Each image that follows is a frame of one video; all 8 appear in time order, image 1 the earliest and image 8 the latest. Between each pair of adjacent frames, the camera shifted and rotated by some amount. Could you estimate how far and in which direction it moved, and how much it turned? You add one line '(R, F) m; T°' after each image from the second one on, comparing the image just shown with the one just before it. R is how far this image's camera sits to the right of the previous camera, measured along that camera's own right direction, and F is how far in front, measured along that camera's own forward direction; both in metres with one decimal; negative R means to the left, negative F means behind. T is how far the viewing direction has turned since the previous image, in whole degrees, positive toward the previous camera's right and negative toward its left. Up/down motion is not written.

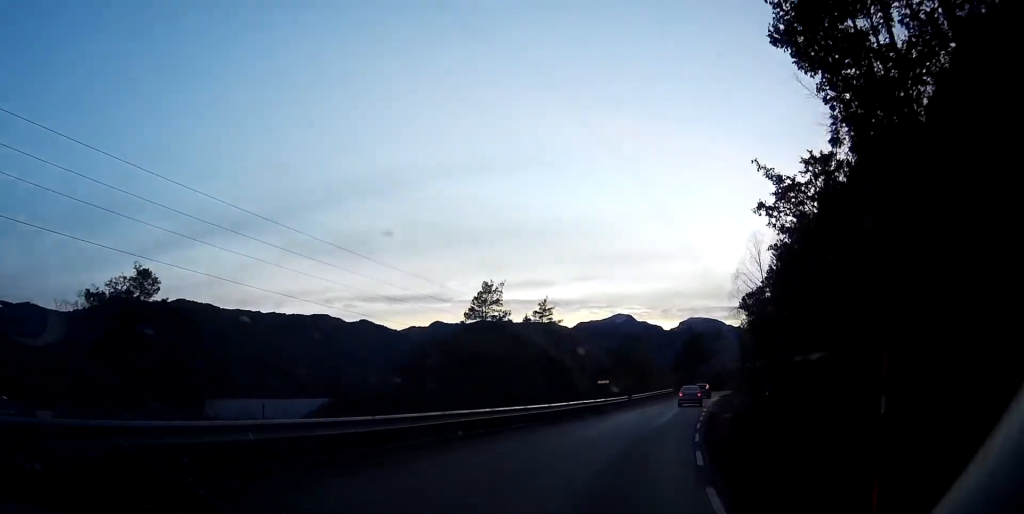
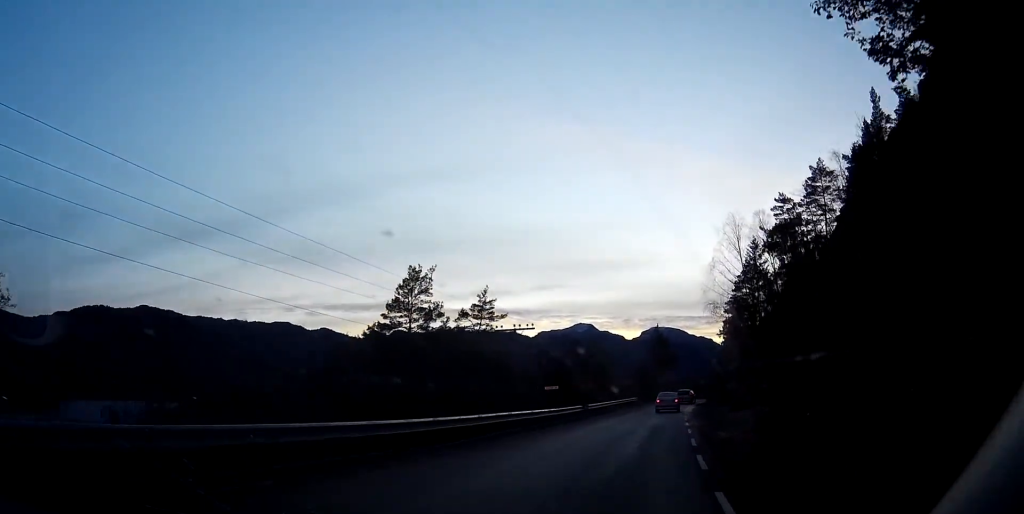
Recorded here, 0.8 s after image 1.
(+0.4, +12.3) m; +3°
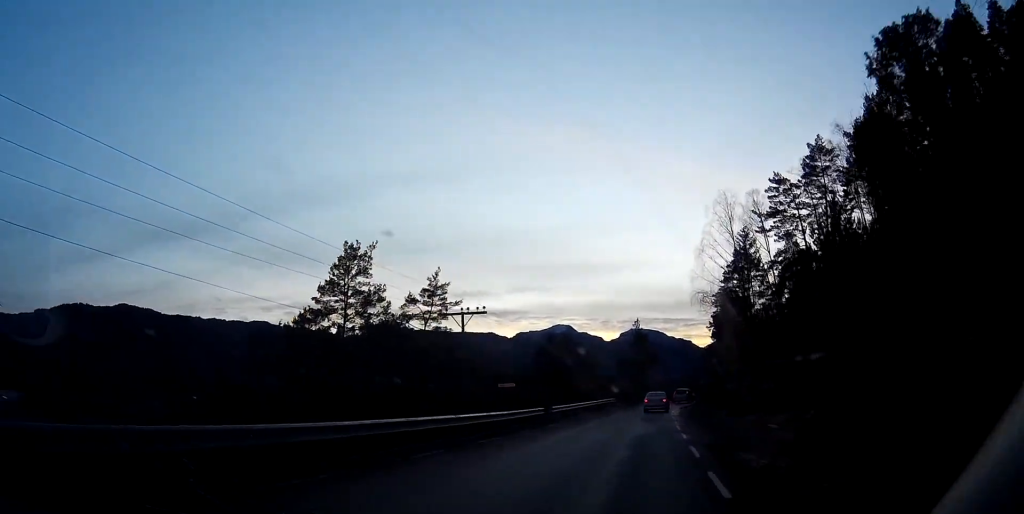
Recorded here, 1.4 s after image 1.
(0.0, +9.4) m; +1°
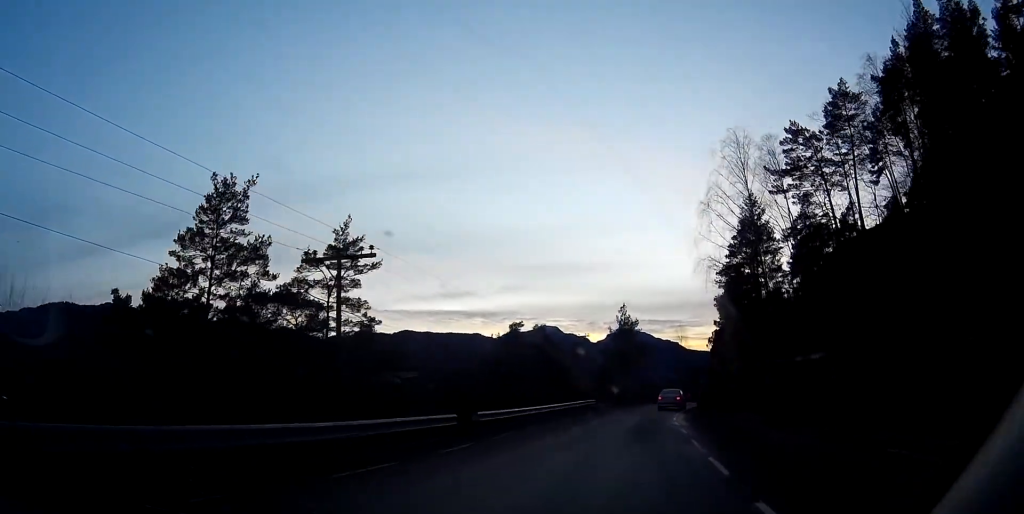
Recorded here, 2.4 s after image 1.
(+0.3, +16.1) m; +2°
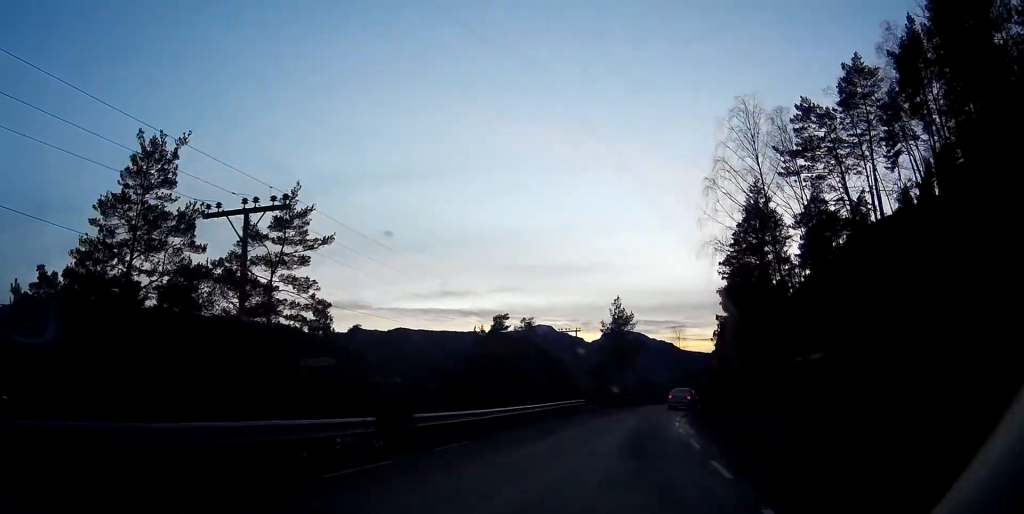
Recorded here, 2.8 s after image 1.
(0.0, +6.4) m; +1°
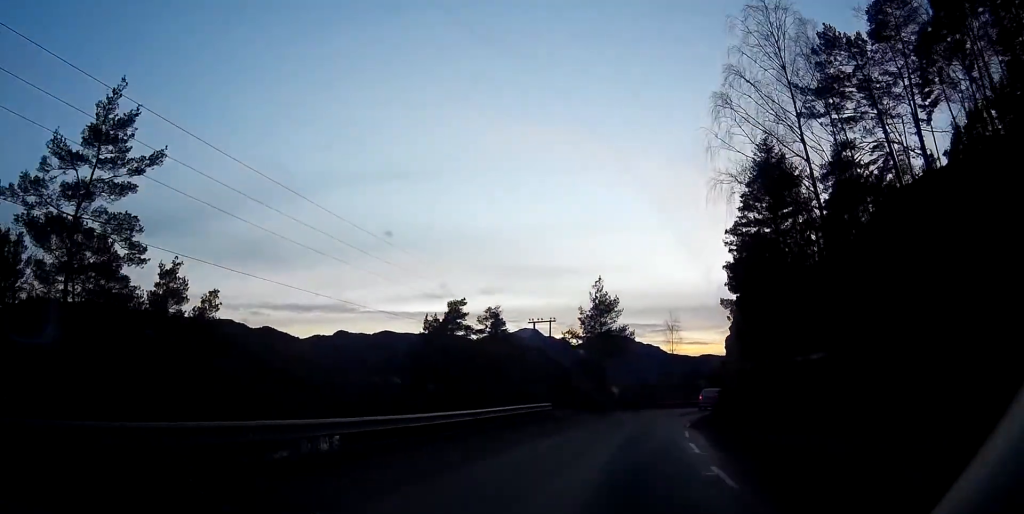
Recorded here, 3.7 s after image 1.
(+0.1, +13.8) m; +2°
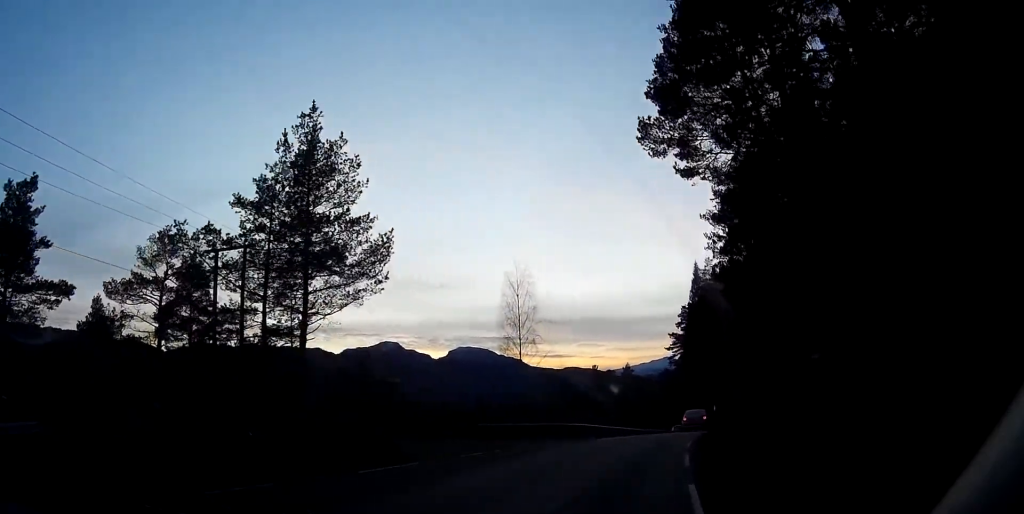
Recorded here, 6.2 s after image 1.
(+4.3, +38.9) m; +14°
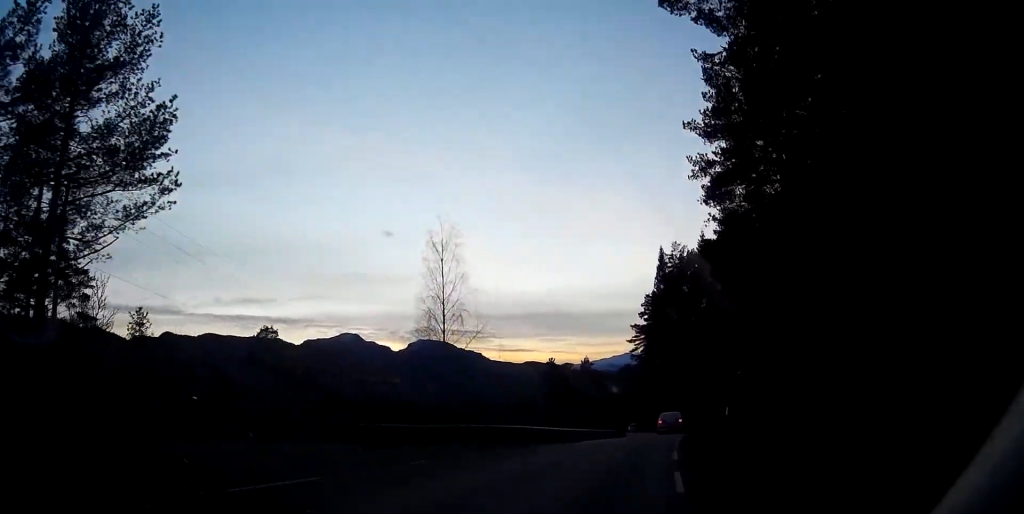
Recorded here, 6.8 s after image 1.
(+0.3, +9.9) m; +3°
